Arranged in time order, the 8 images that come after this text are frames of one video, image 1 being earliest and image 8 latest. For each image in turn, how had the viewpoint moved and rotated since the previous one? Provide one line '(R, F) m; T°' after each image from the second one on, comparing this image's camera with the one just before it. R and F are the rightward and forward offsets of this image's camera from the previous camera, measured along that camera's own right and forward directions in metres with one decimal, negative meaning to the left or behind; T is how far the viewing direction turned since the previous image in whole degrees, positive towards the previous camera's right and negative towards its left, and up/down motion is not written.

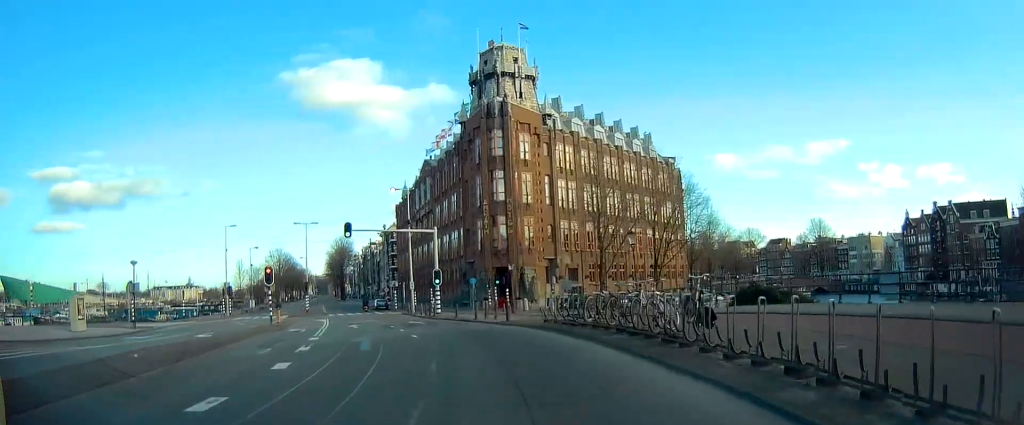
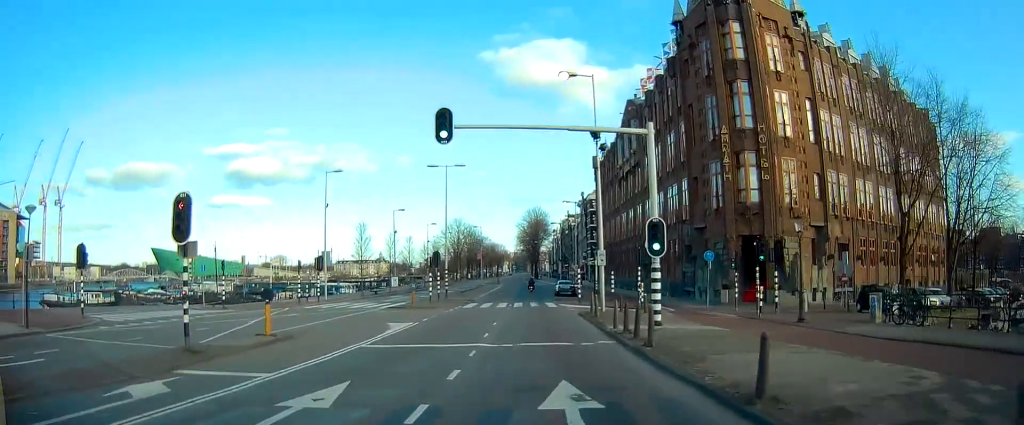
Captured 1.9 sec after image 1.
(-5.0, +23.8) m; -19°
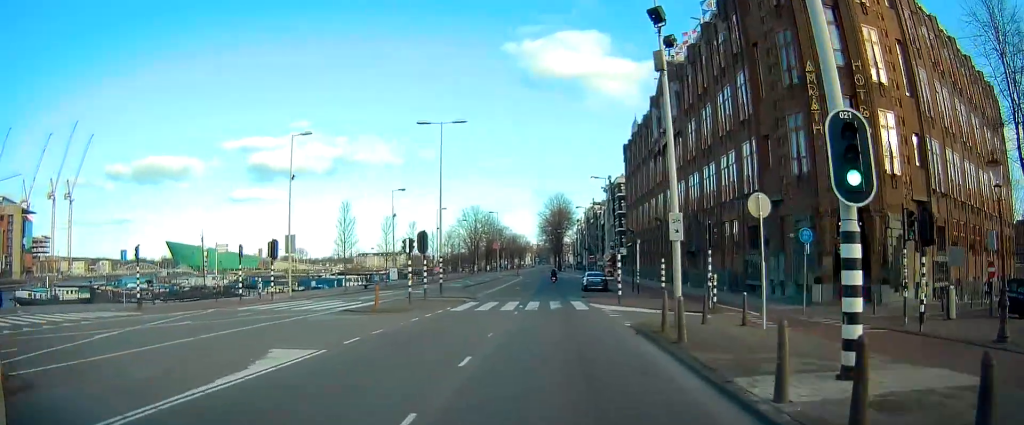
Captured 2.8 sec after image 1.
(-0.4, +11.5) m; -3°
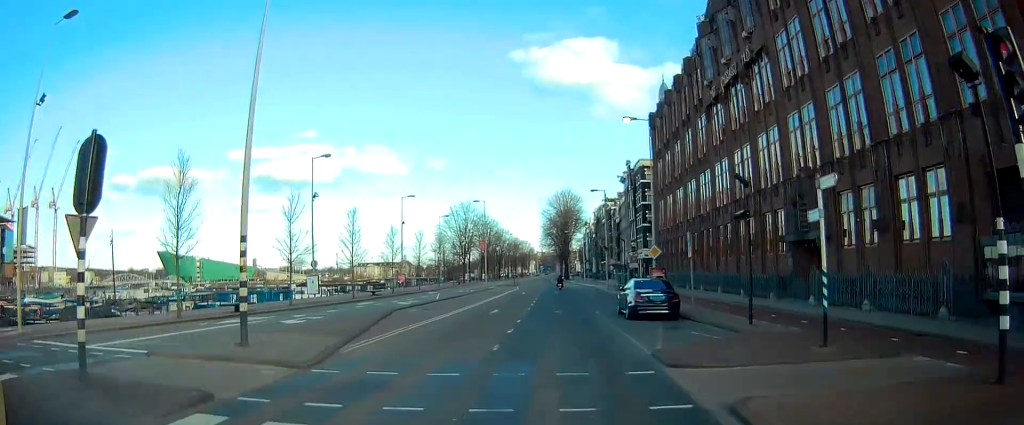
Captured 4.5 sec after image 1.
(-1.2, +24.4) m; -3°
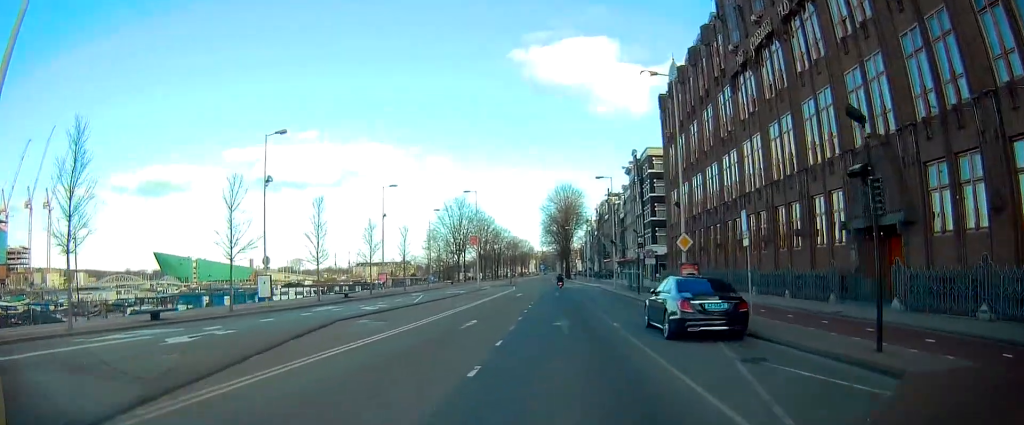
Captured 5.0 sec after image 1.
(-0.1, +8.0) m; 0°
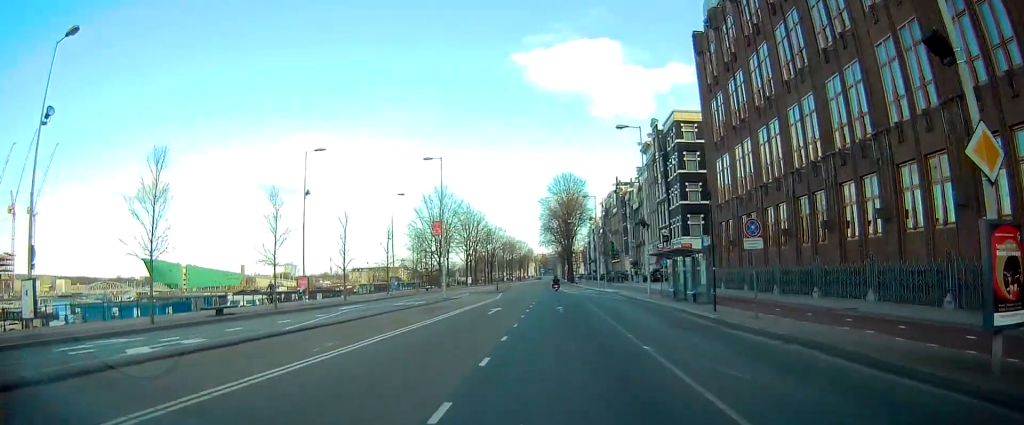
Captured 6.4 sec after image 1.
(0.0, +19.1) m; 0°
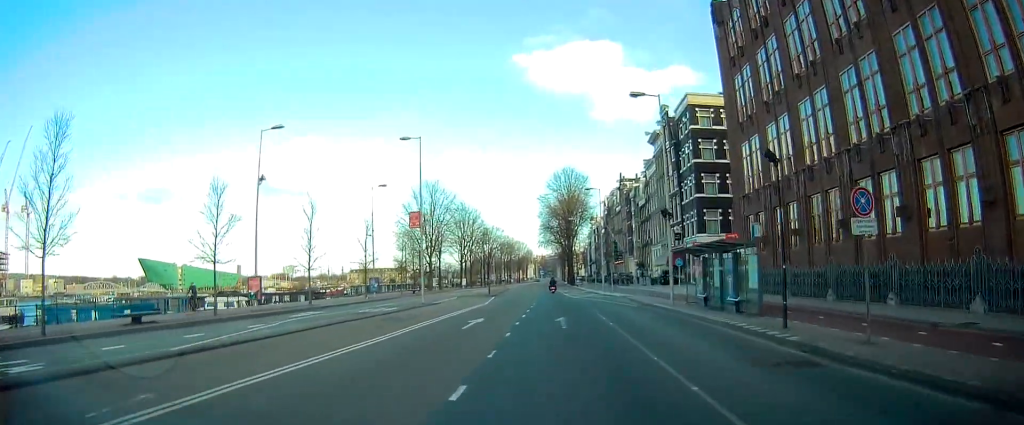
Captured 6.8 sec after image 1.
(-0.1, +7.0) m; 0°
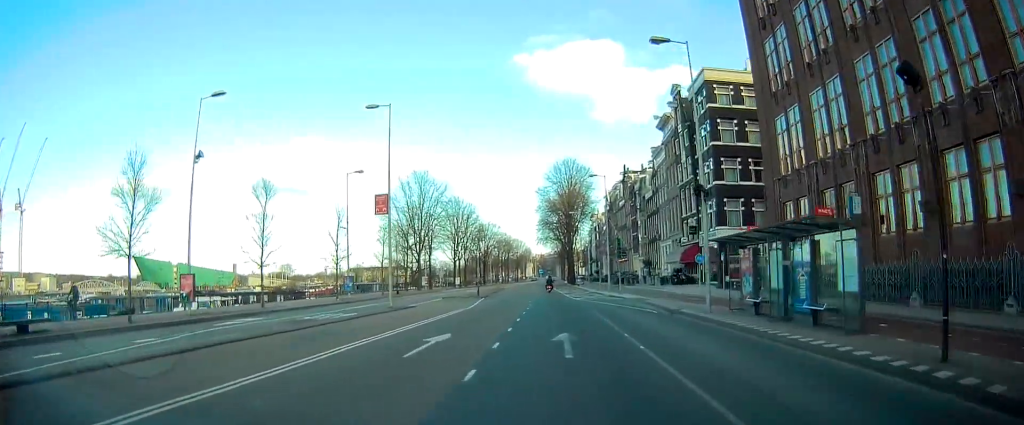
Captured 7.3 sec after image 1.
(+0.1, +6.5) m; +1°
